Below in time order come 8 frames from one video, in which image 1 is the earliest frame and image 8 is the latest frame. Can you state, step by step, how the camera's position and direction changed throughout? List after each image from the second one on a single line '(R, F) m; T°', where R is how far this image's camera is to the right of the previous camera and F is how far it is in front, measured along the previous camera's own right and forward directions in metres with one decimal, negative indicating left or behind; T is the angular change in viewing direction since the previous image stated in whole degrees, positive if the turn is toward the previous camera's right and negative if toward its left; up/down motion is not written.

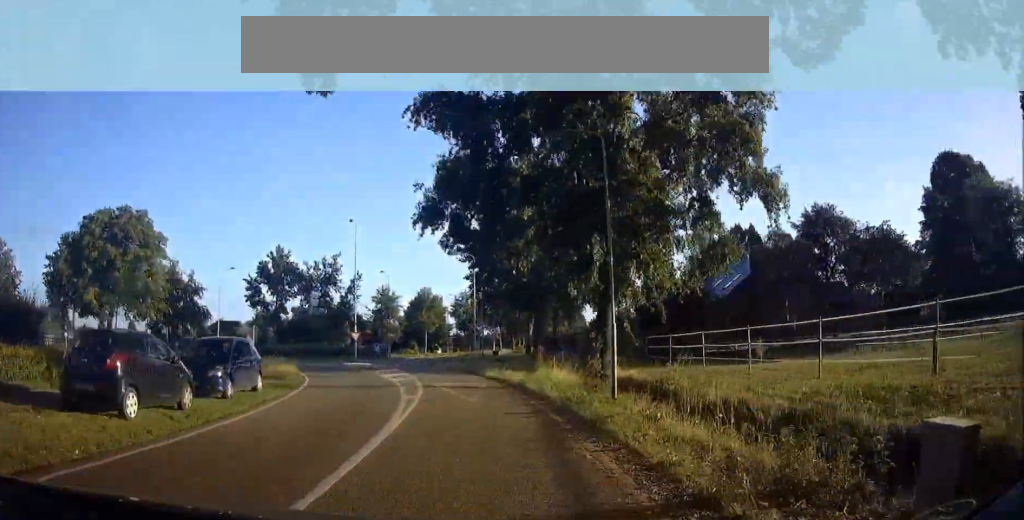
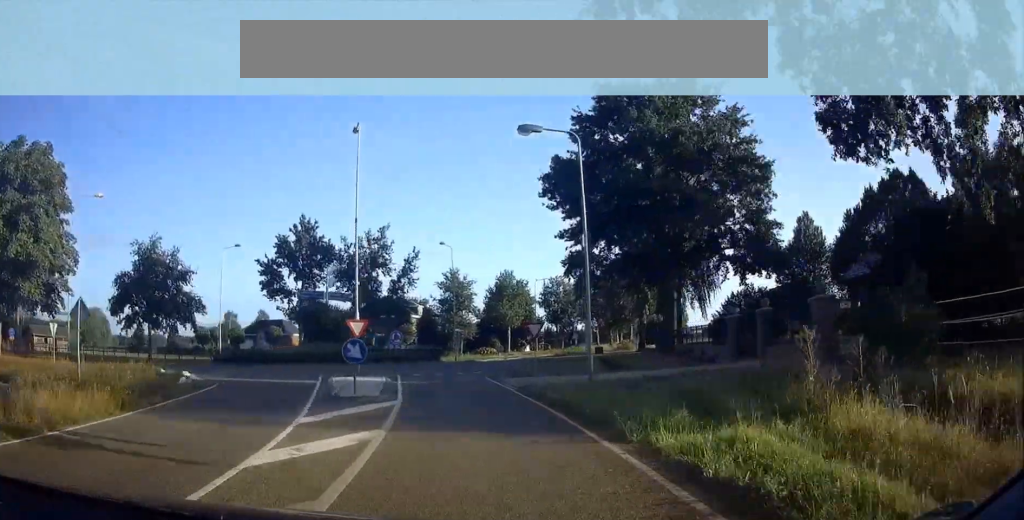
(-1.3, +21.5) m; -4°
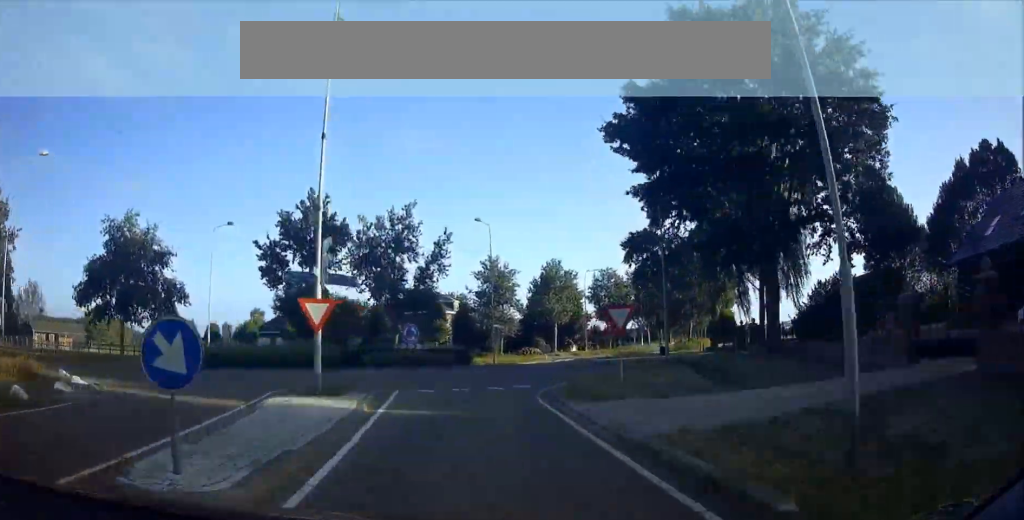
(-0.3, +11.5) m; -2°
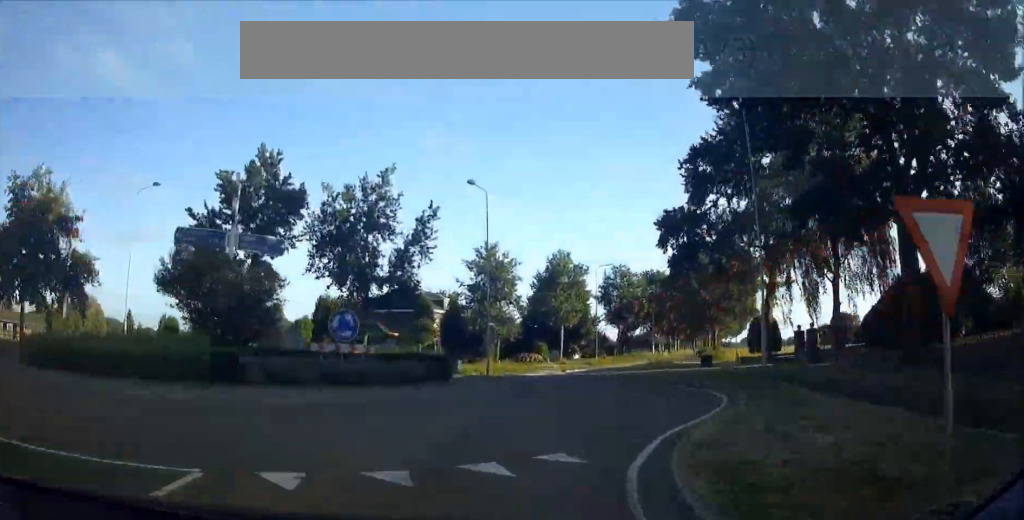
(-0.1, +13.3) m; +4°
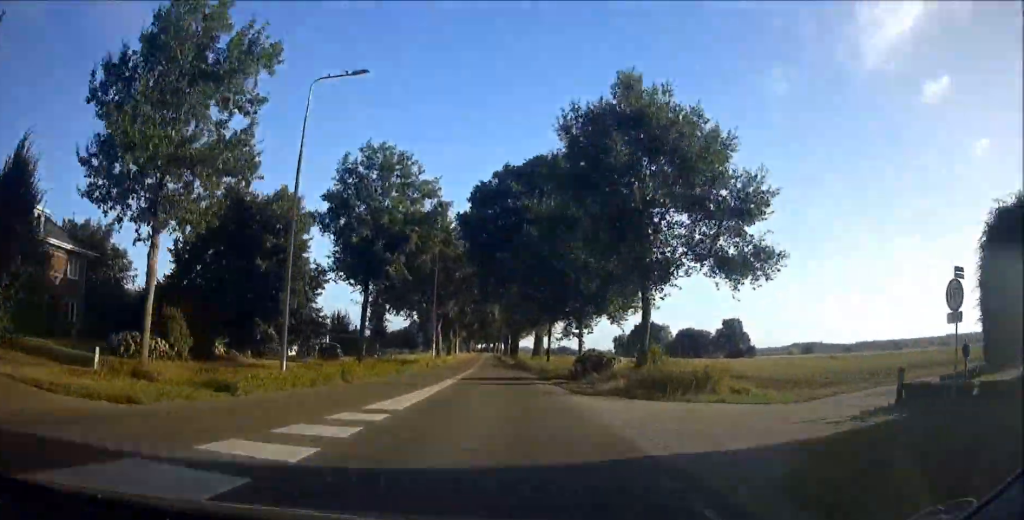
(+6.7, +51.0) m; +13°
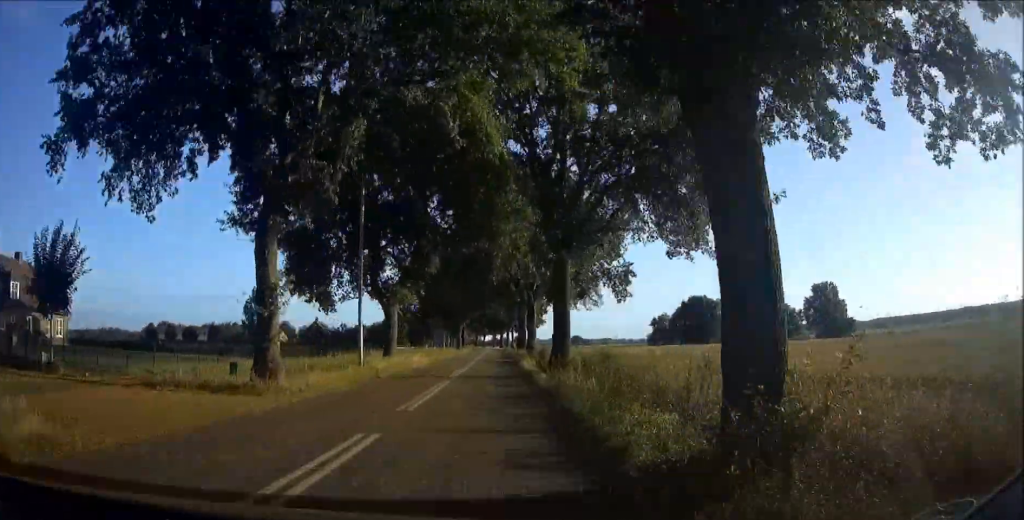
(+1.6, +68.7) m; +1°
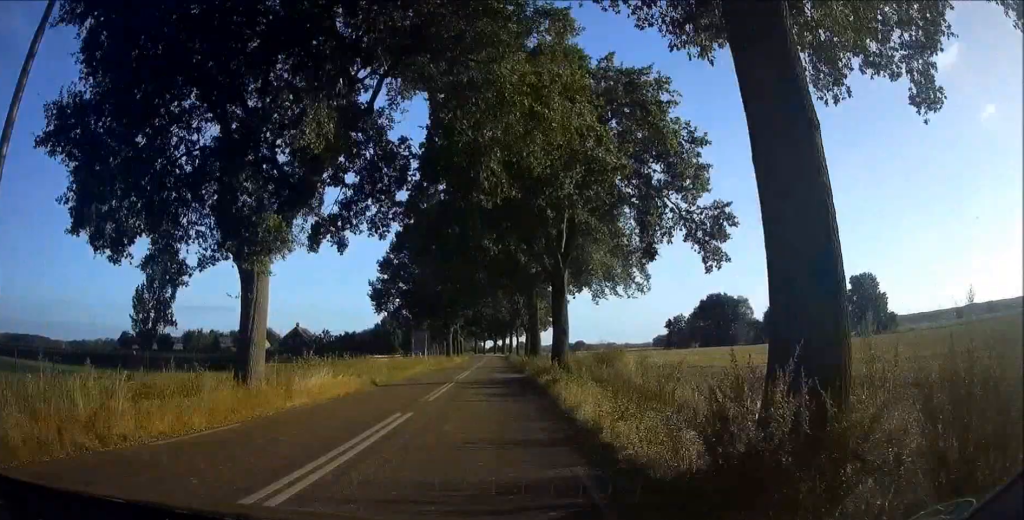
(0.0, +21.6) m; 0°
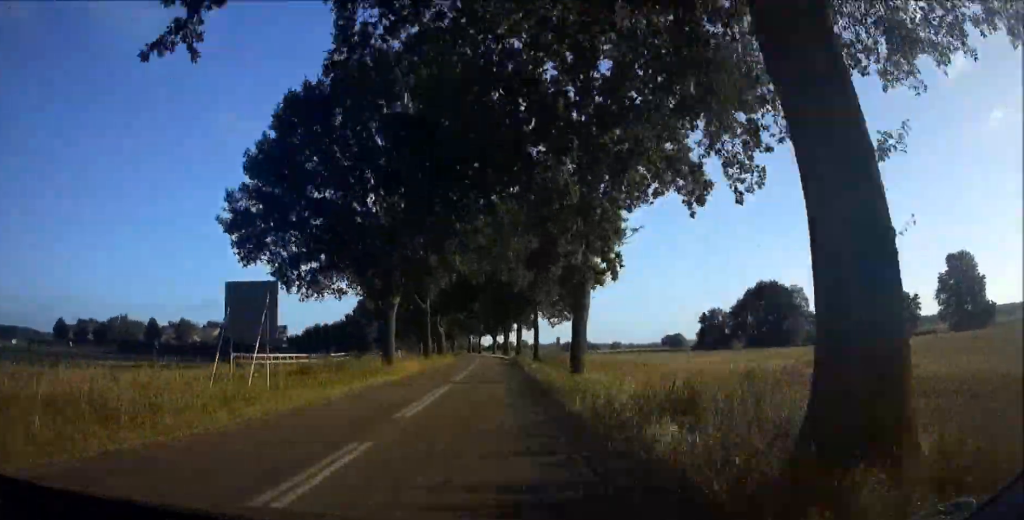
(-0.1, +40.9) m; -1°
